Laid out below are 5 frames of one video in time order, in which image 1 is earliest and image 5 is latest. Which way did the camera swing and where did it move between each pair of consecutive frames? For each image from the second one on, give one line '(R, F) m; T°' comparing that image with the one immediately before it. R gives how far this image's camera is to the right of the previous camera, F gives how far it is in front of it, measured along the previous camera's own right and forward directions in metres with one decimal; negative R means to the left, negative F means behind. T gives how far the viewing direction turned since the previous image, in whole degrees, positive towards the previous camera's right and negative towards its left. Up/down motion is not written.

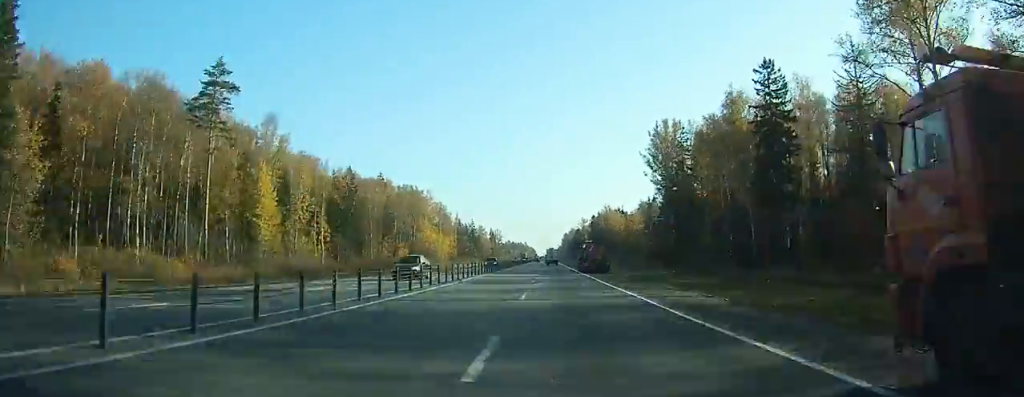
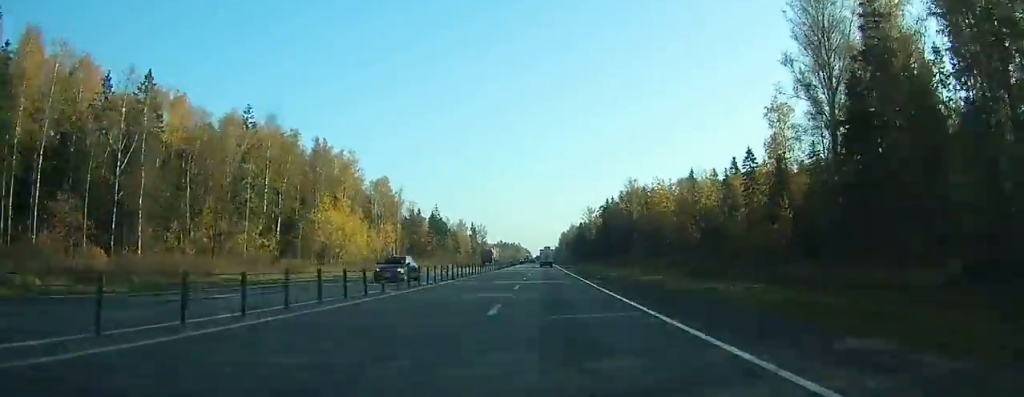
(+0.2, +78.2) m; 0°
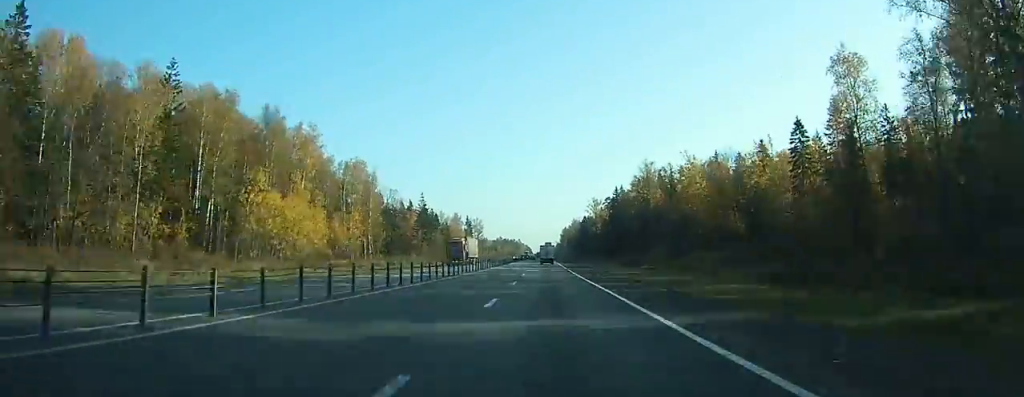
(0.0, +22.6) m; 0°
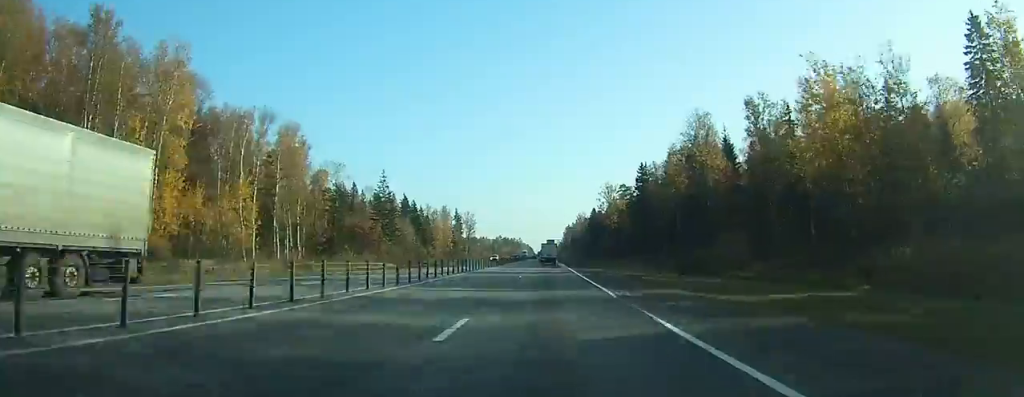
(-0.1, +41.6) m; 0°
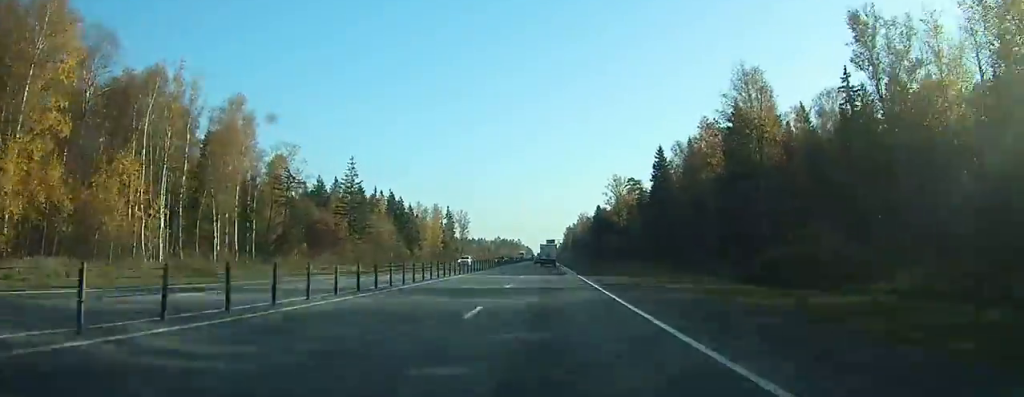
(0.0, +20.7) m; 0°
